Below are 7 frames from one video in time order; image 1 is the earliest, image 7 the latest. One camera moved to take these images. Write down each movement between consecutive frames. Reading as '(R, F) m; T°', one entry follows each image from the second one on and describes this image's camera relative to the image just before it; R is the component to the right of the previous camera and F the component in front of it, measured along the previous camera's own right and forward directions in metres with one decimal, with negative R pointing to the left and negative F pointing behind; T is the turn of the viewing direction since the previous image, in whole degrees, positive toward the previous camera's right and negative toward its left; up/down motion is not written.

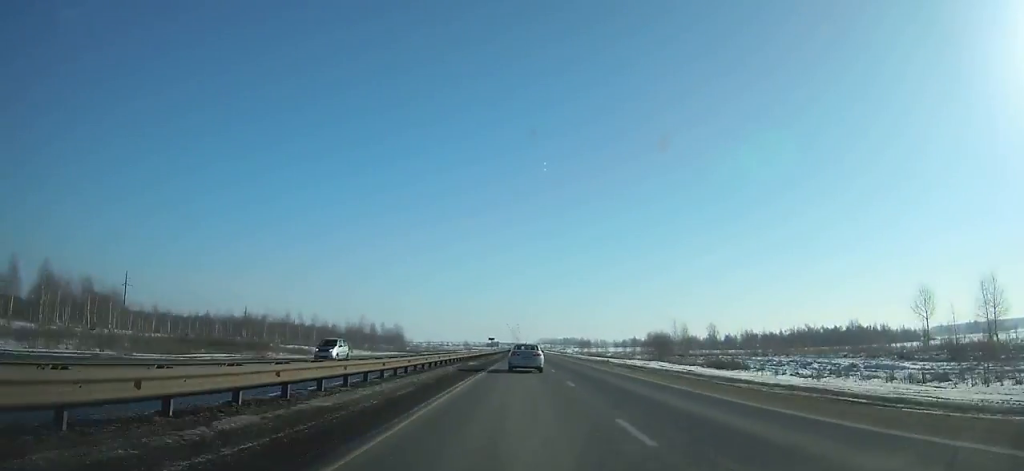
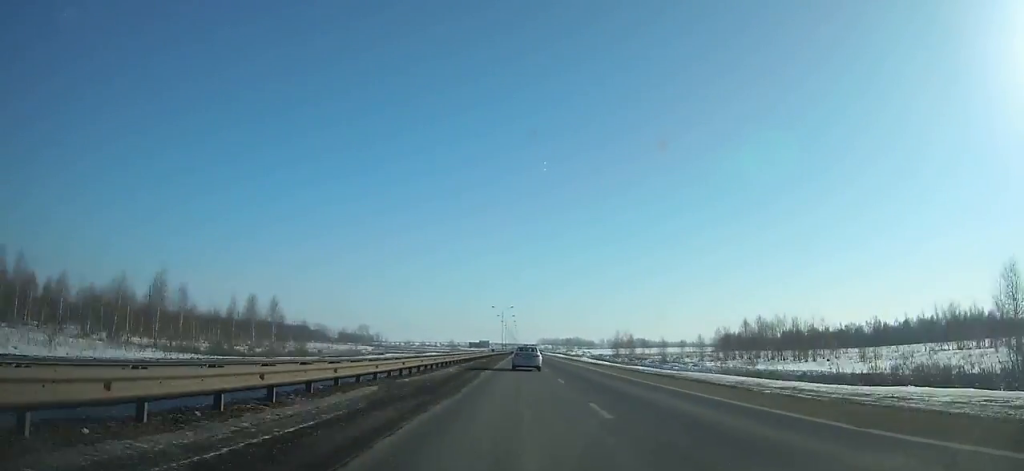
(+0.2, +116.7) m; 0°
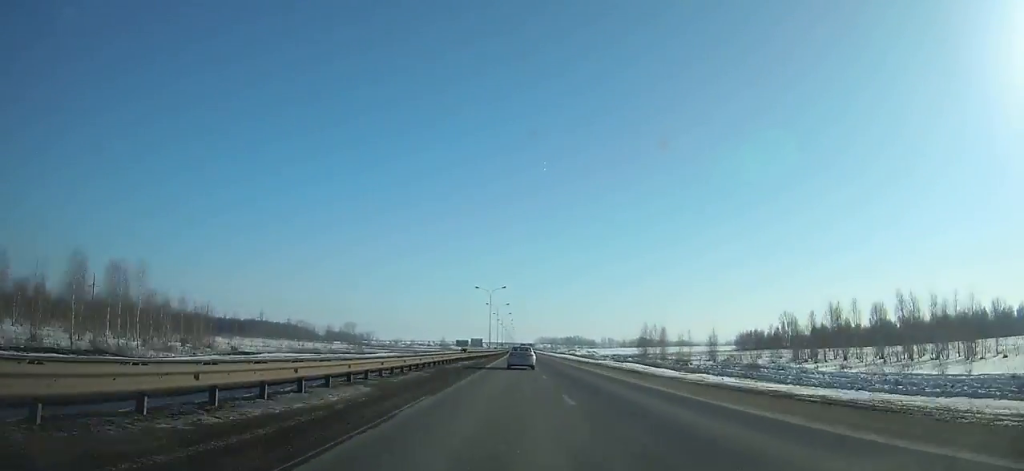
(0.0, +45.2) m; 0°
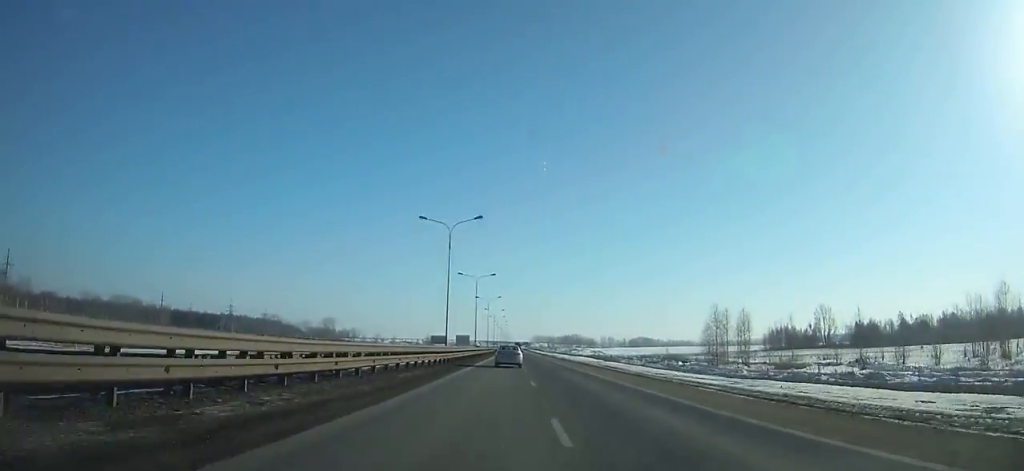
(+0.1, +53.4) m; 0°
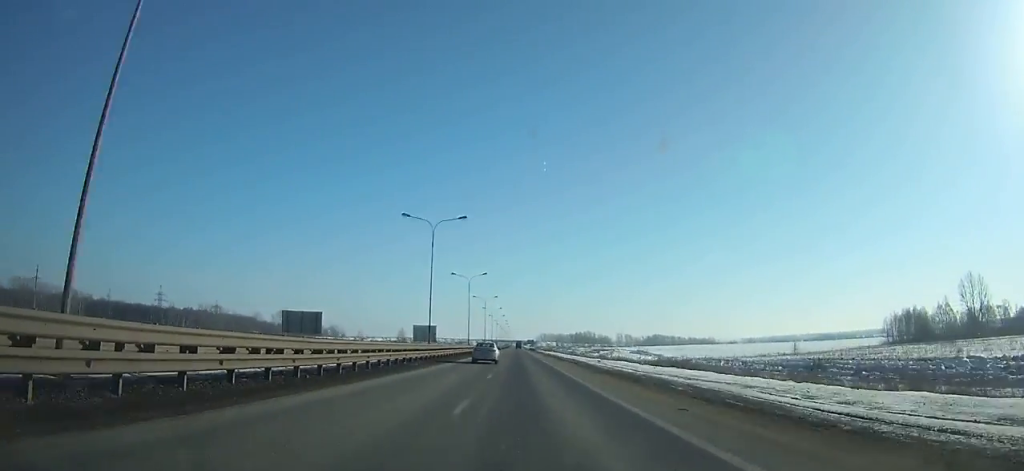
(-0.2, +114.8) m; 0°
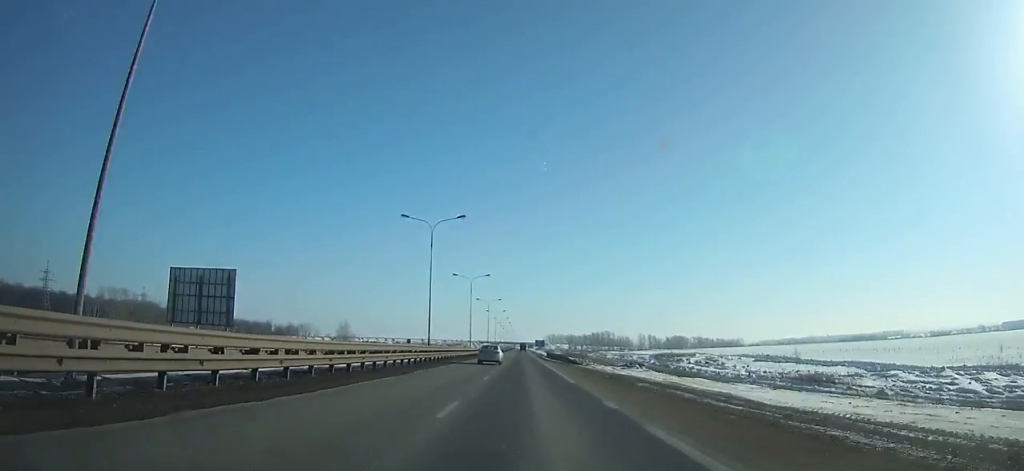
(-0.4, +119.6) m; 0°
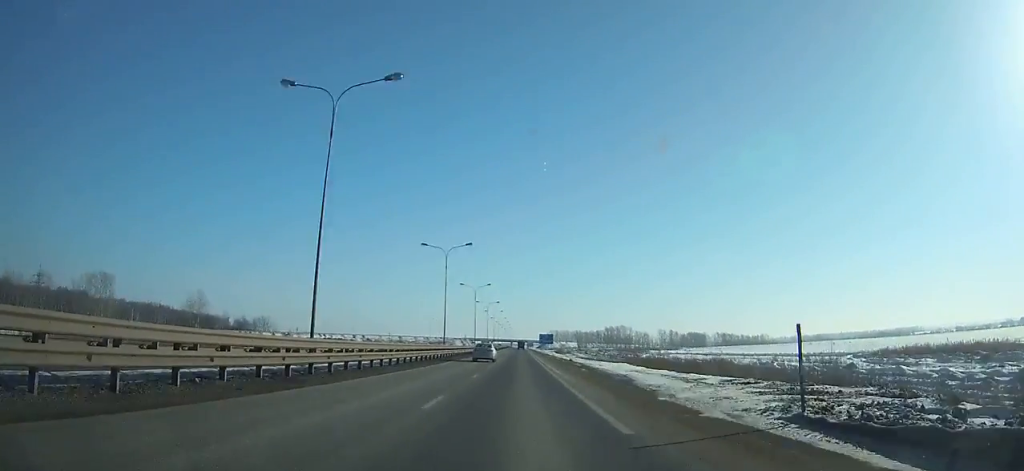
(+0.1, +106.5) m; 0°
